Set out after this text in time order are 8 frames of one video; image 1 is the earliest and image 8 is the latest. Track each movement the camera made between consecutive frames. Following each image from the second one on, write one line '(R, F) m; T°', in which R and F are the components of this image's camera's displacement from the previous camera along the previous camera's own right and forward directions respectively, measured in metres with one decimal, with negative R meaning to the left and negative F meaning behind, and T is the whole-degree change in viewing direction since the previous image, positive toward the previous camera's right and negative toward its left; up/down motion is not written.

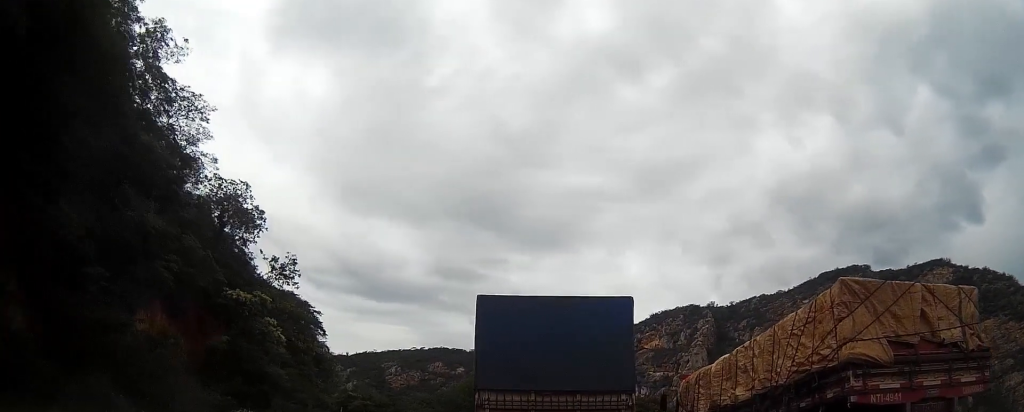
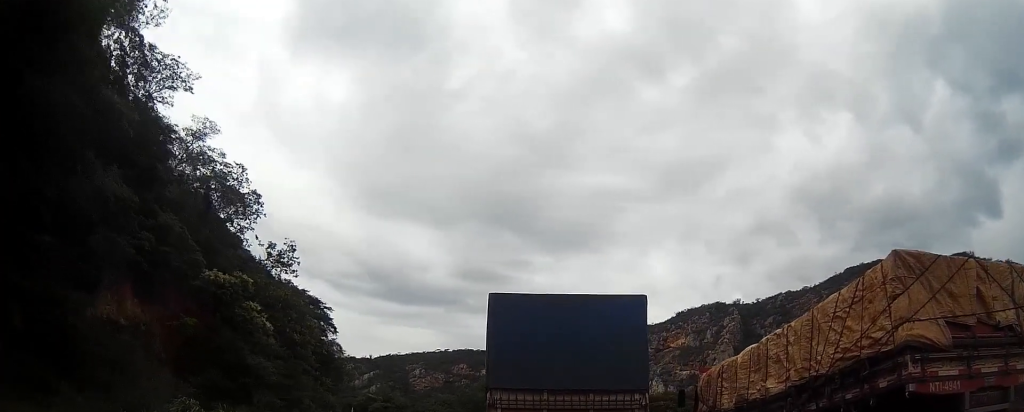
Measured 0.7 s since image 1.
(-0.1, +4.6) m; -2°
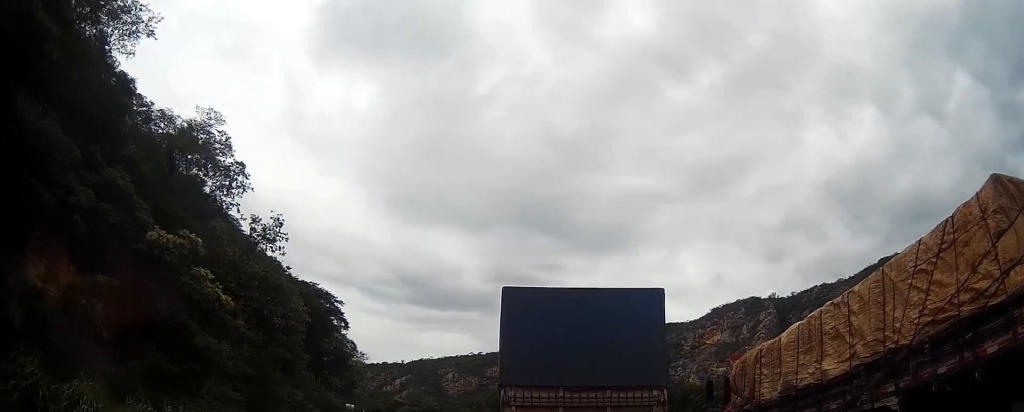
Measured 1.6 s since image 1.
(-0.2, +6.7) m; -2°
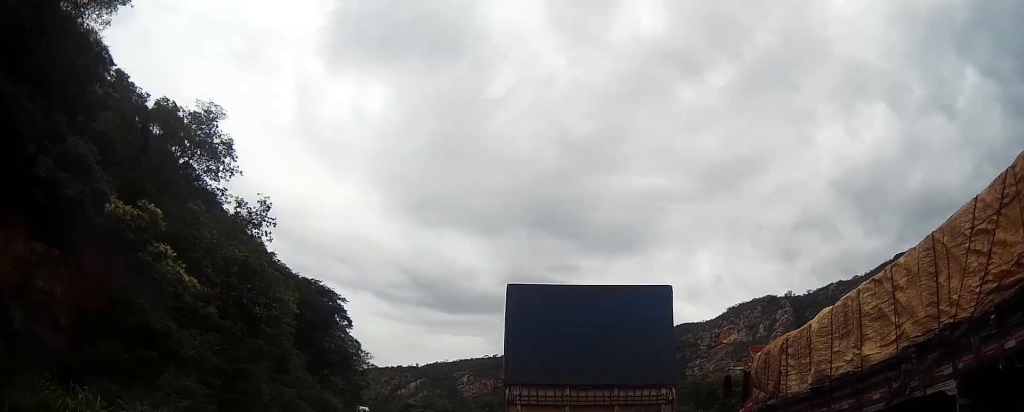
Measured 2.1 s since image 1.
(0.0, +3.4) m; -1°
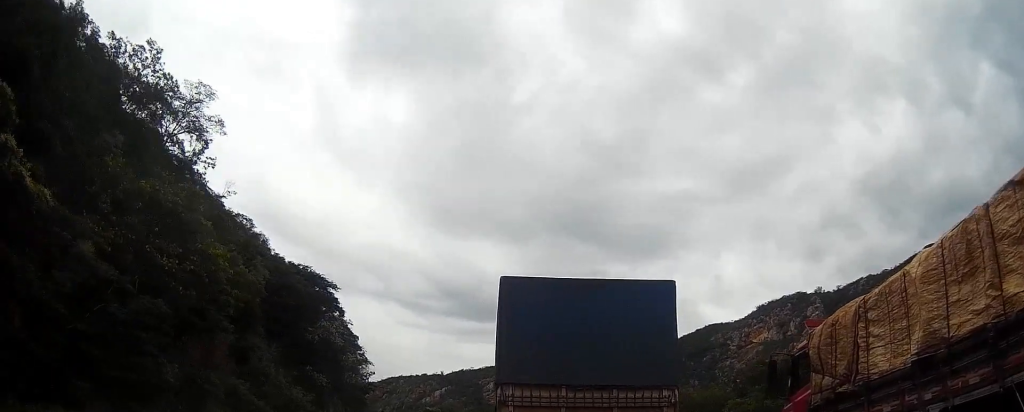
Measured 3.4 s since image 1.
(-0.1, +8.0) m; -2°
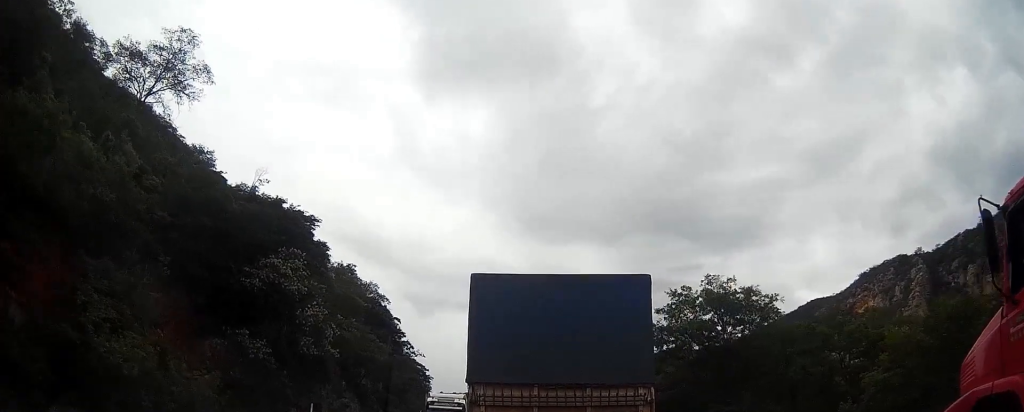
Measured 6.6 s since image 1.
(-1.5, +20.2) m; -8°
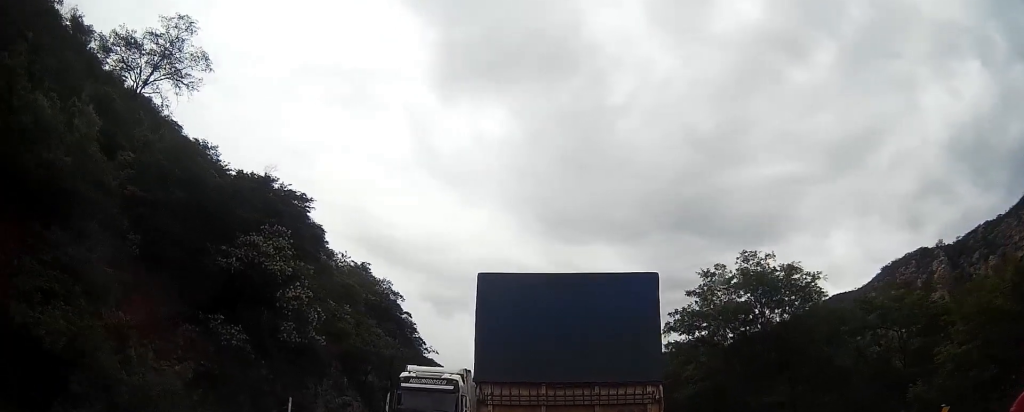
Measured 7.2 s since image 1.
(-0.1, +3.8) m; -4°
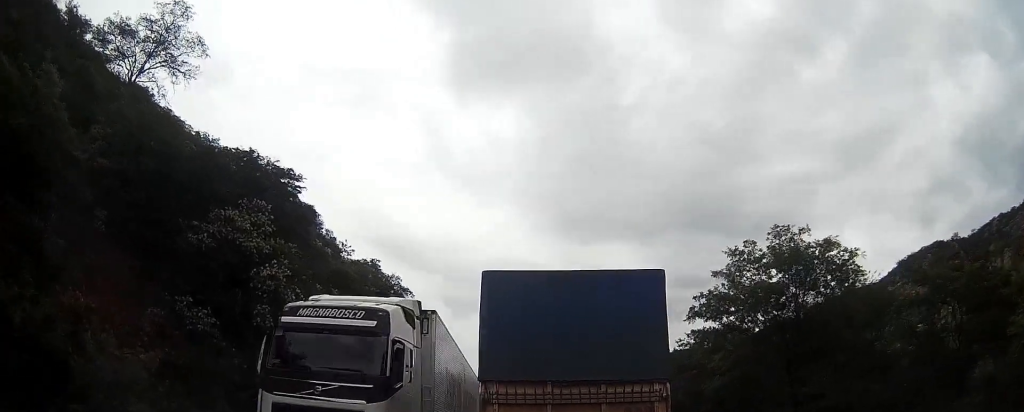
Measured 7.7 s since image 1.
(-0.2, +3.4) m; -3°
